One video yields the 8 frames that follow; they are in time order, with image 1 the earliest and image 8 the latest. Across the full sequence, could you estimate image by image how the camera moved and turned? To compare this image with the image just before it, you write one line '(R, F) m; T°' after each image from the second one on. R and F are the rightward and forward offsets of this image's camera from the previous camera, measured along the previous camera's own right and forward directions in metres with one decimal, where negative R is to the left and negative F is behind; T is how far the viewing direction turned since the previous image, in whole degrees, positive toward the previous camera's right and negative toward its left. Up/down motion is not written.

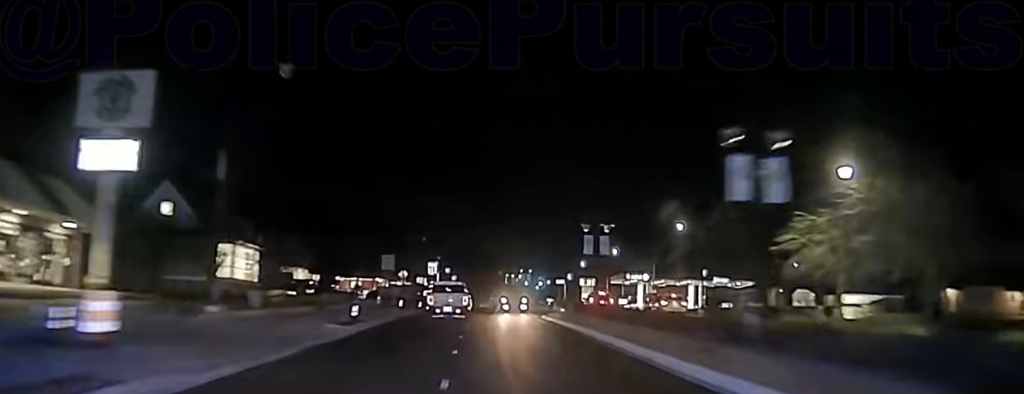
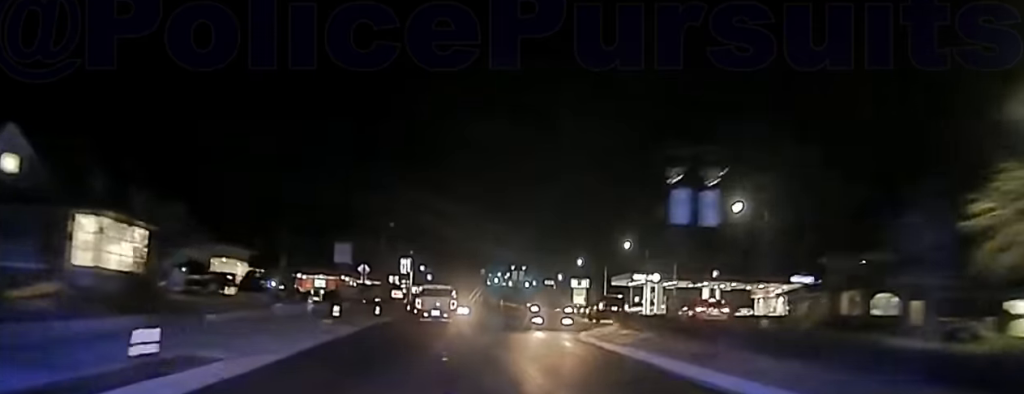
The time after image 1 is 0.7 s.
(-0.1, +20.2) m; 0°
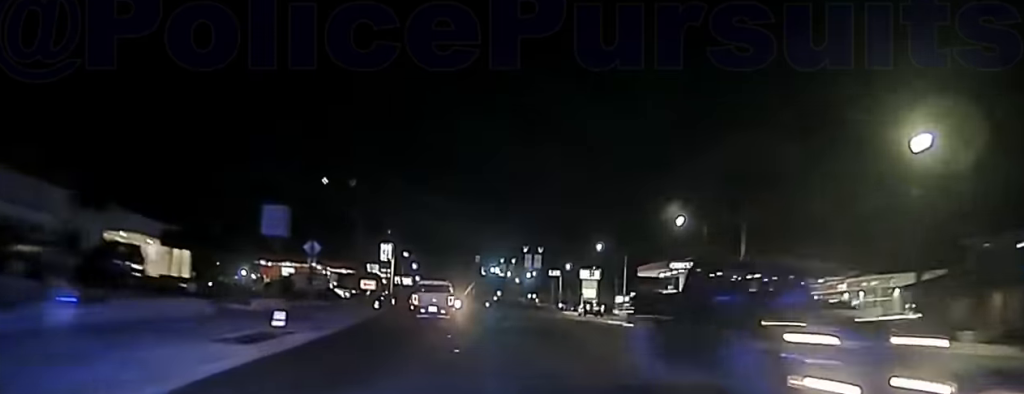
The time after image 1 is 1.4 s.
(0.0, +23.4) m; +1°
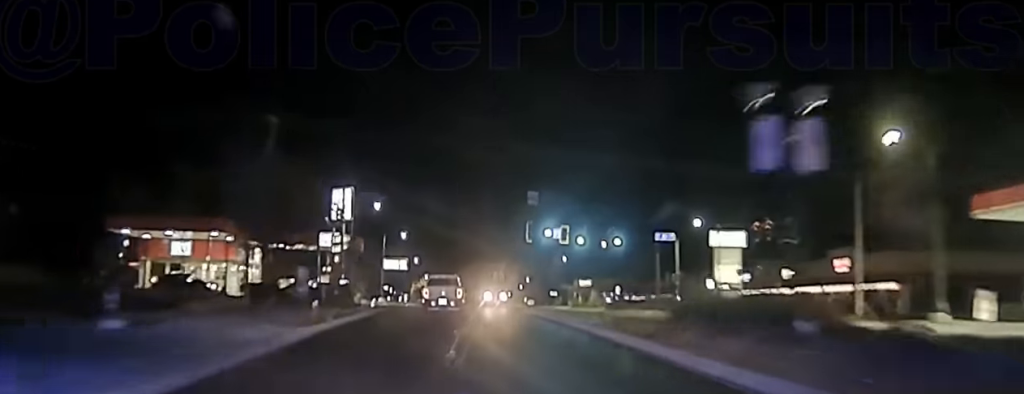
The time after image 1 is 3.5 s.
(+0.8, +75.6) m; +1°
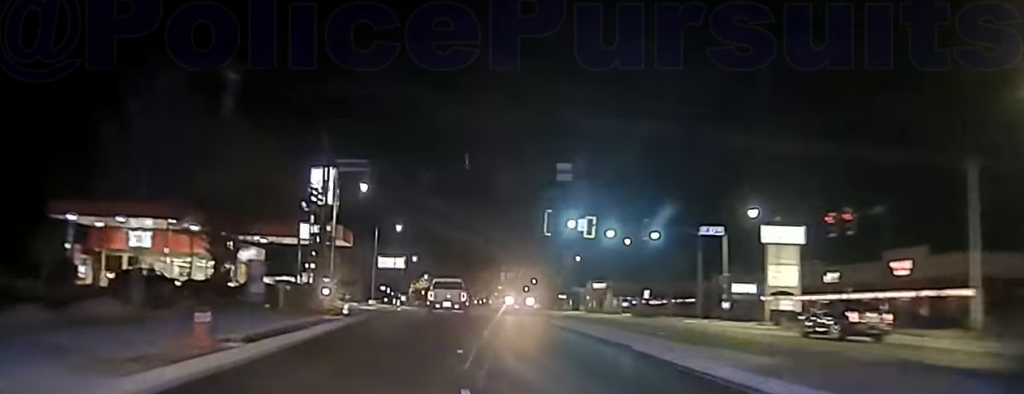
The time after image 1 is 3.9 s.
(0.0, +15.4) m; 0°
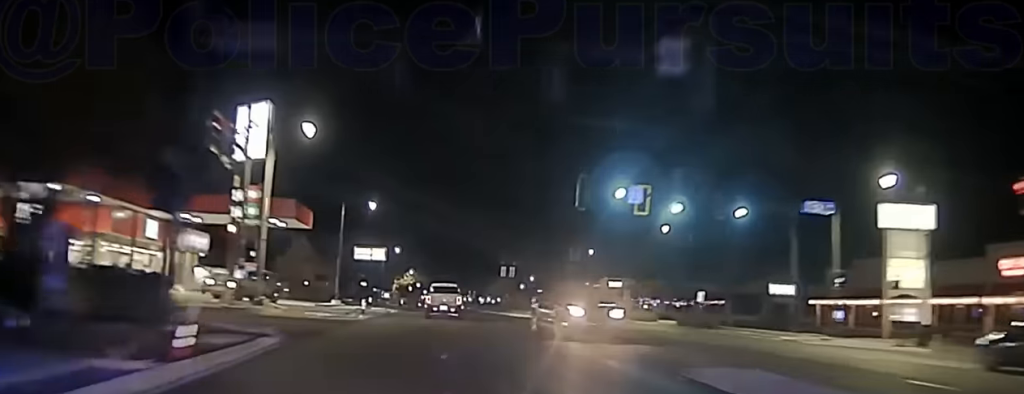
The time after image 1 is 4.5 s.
(0.0, +22.6) m; 0°
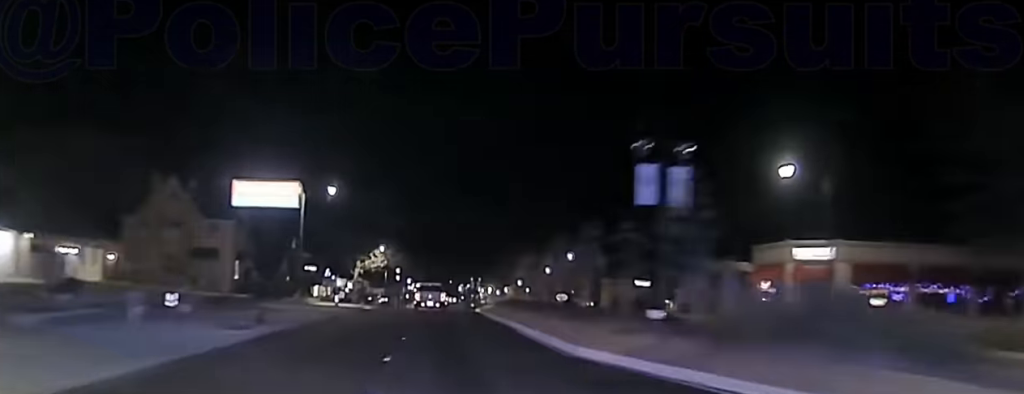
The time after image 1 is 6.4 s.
(+0.5, +66.2) m; +1°
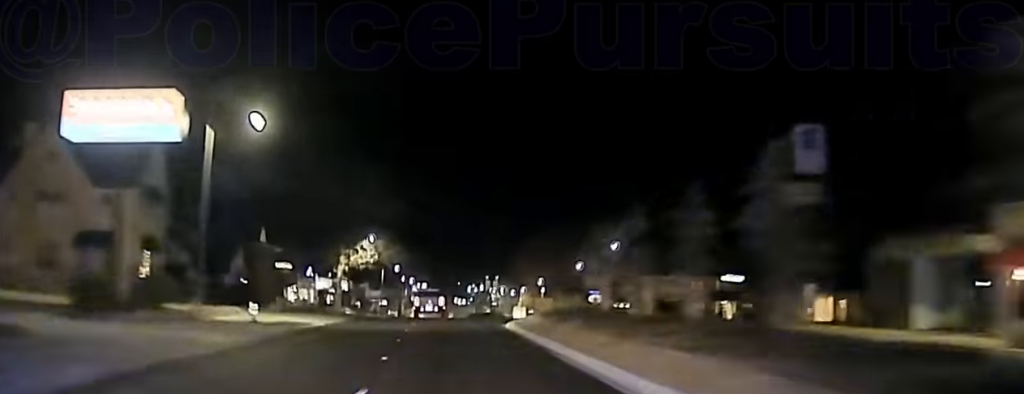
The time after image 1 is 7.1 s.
(-0.1, +22.9) m; 0°
